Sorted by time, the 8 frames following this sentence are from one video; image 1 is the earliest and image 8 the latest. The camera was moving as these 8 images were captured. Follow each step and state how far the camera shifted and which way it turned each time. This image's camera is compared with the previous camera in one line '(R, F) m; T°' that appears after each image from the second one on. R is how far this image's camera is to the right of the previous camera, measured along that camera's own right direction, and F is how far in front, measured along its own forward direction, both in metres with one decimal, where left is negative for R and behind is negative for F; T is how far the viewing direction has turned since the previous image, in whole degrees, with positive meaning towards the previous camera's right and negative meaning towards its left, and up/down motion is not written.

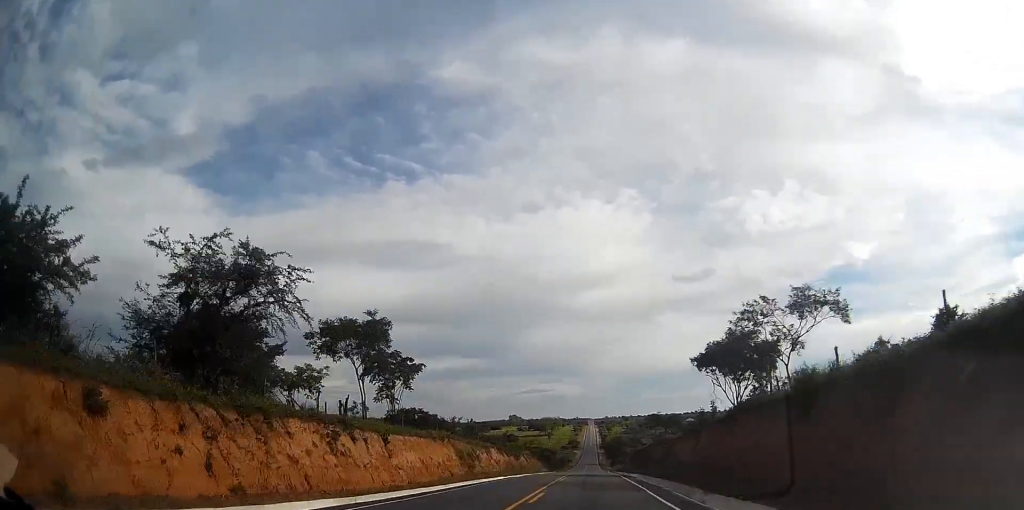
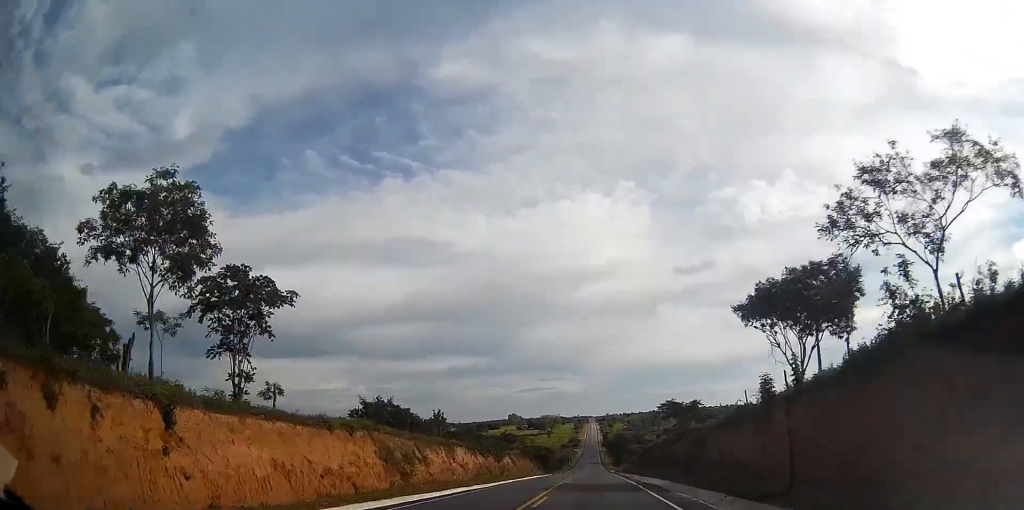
(-0.1, +15.6) m; 0°
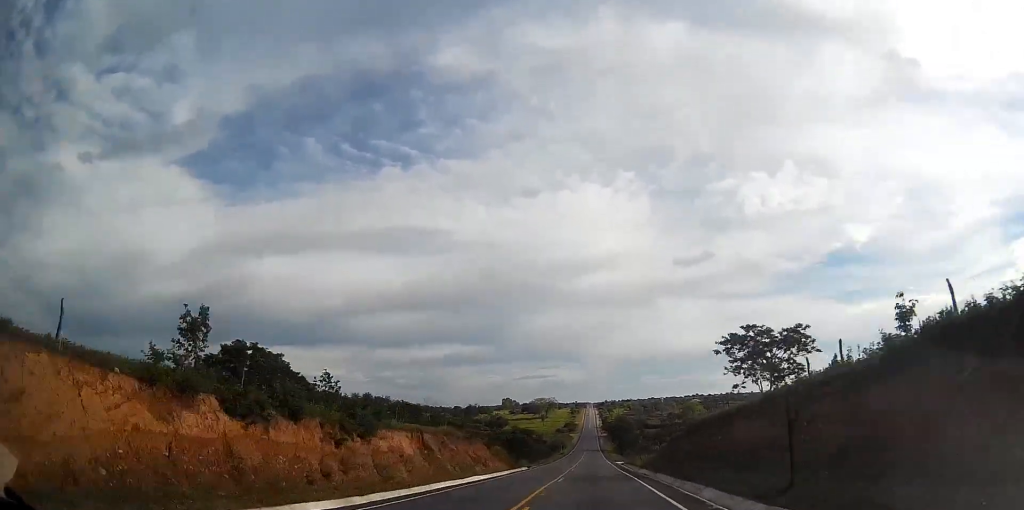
(+0.2, +35.9) m; +1°
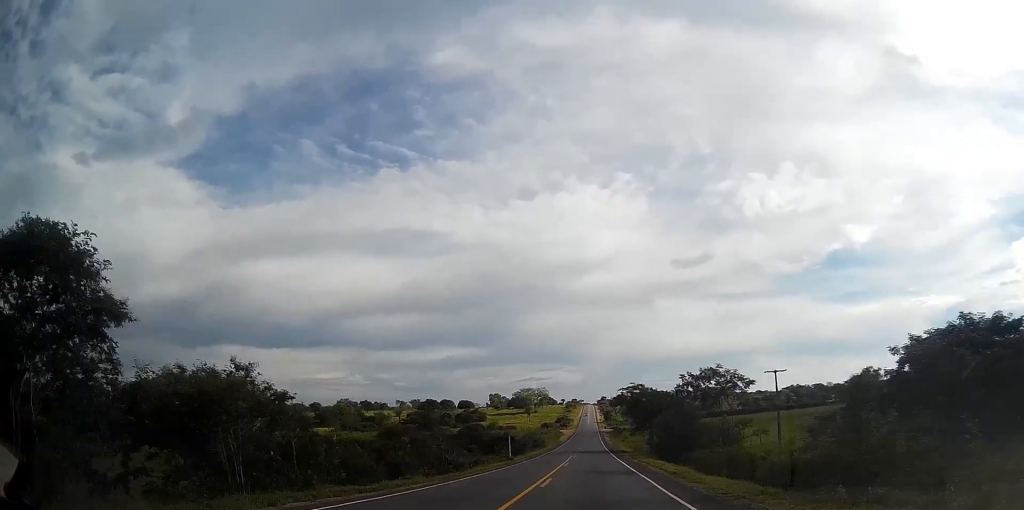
(-0.1, +87.3) m; -1°
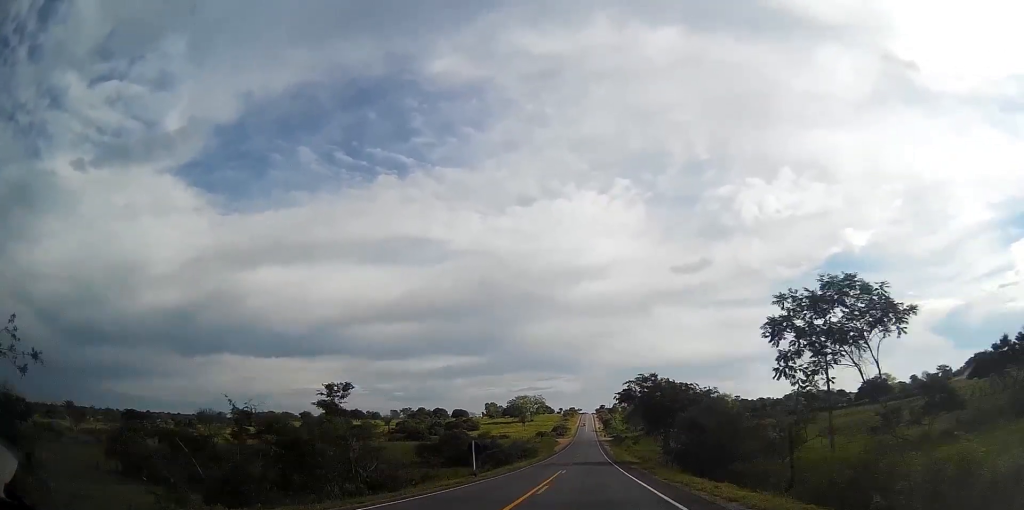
(-0.1, +15.6) m; 0°
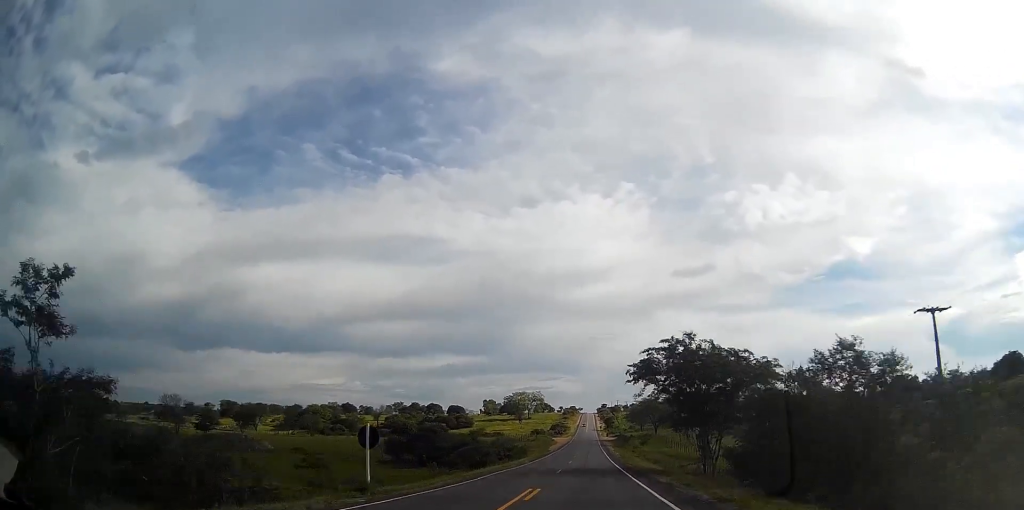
(-0.1, +17.2) m; 0°
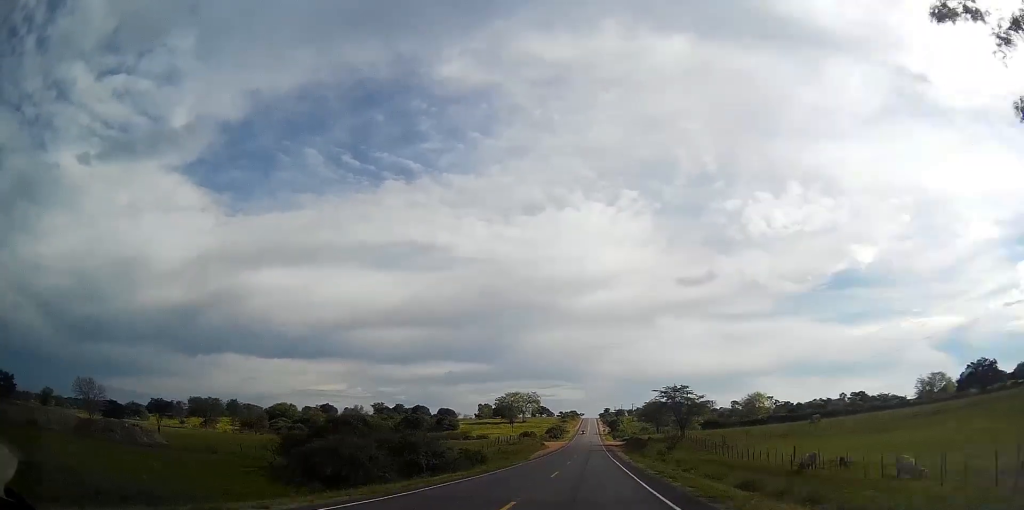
(+0.3, +36.1) m; 0°
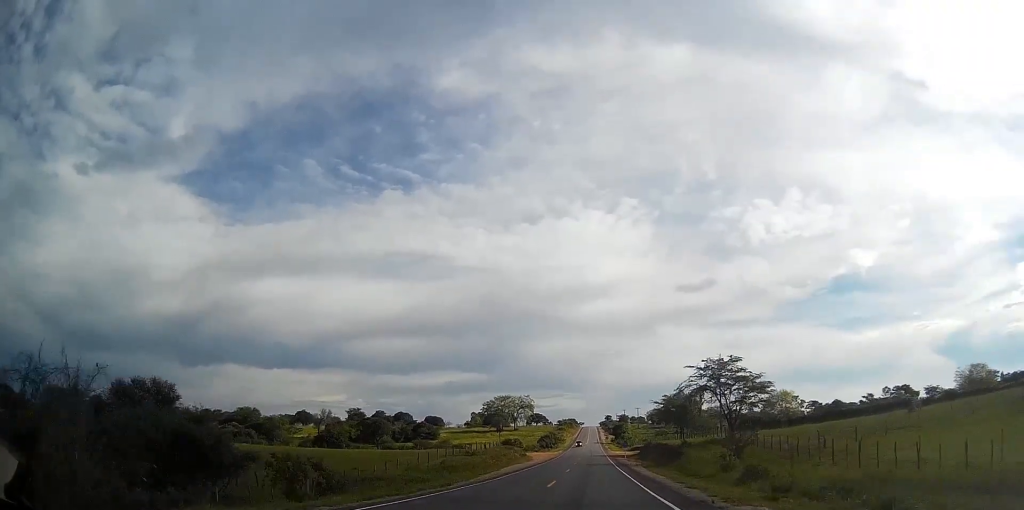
(-0.2, +34.6) m; 0°
